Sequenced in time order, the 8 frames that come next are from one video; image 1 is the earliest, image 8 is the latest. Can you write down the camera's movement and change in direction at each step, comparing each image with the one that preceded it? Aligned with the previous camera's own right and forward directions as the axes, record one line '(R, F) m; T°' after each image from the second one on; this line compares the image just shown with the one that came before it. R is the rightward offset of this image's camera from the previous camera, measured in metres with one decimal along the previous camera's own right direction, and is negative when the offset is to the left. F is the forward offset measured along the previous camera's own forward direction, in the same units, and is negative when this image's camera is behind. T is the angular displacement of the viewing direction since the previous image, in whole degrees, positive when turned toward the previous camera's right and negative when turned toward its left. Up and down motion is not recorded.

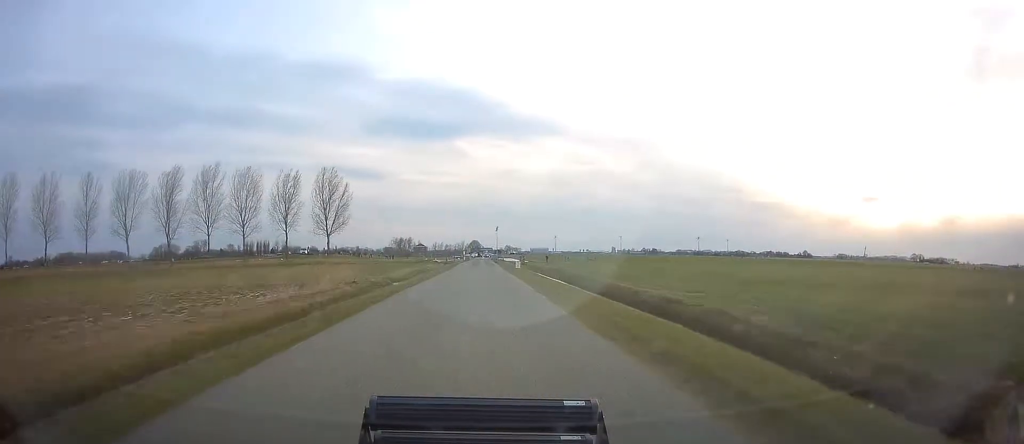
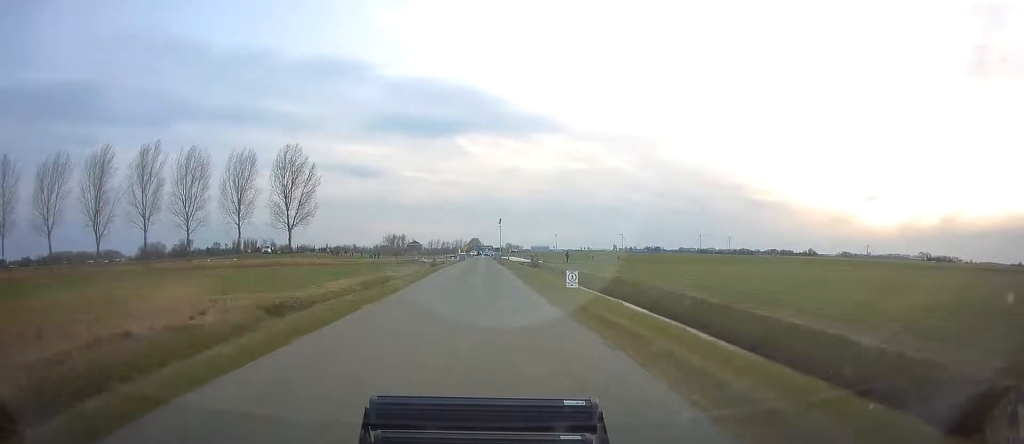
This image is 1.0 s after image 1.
(-0.1, +27.8) m; 0°
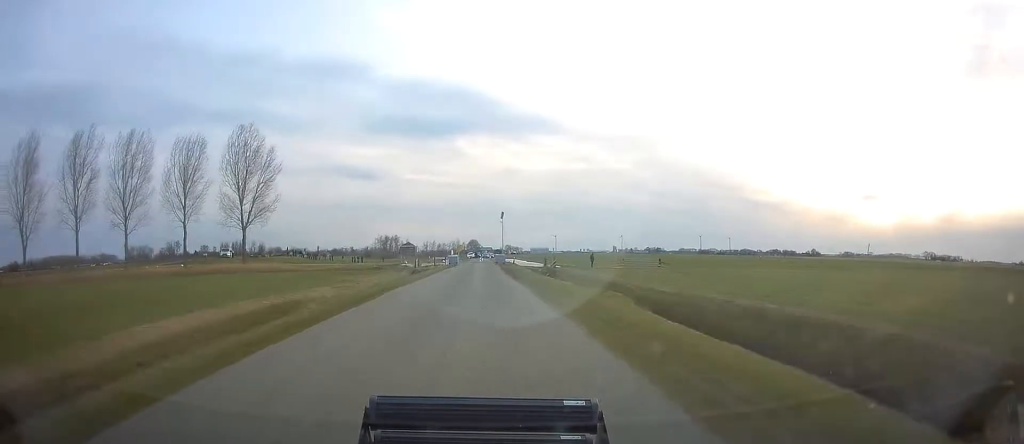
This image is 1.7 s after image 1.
(+0.2, +21.6) m; 0°
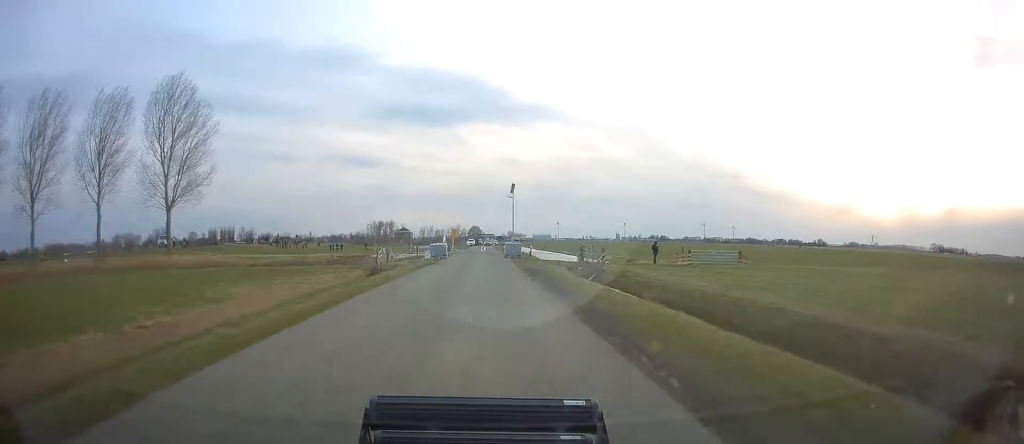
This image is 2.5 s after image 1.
(0.0, +23.3) m; 0°
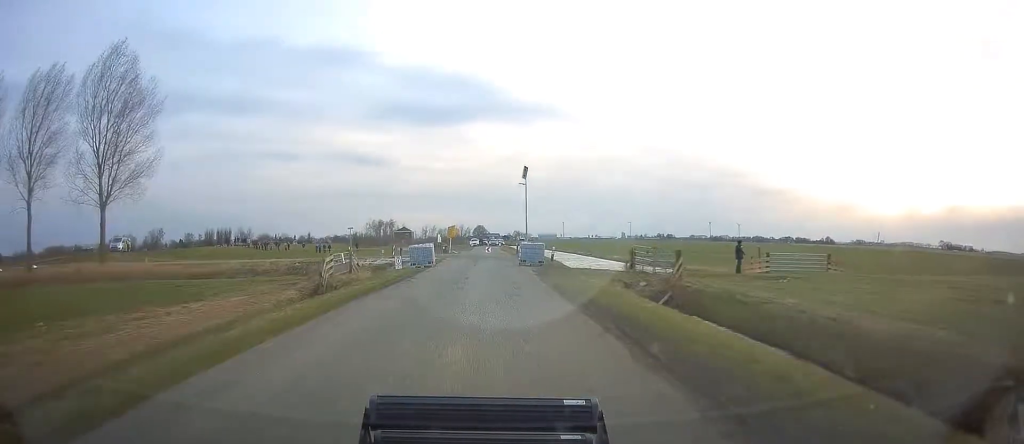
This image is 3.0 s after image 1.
(0.0, +14.2) m; 0°
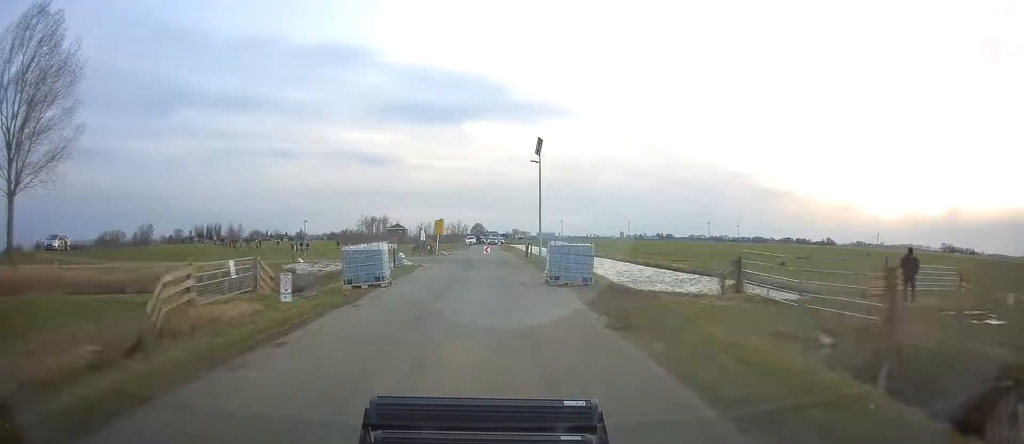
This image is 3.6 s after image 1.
(-0.1, +14.0) m; 0°
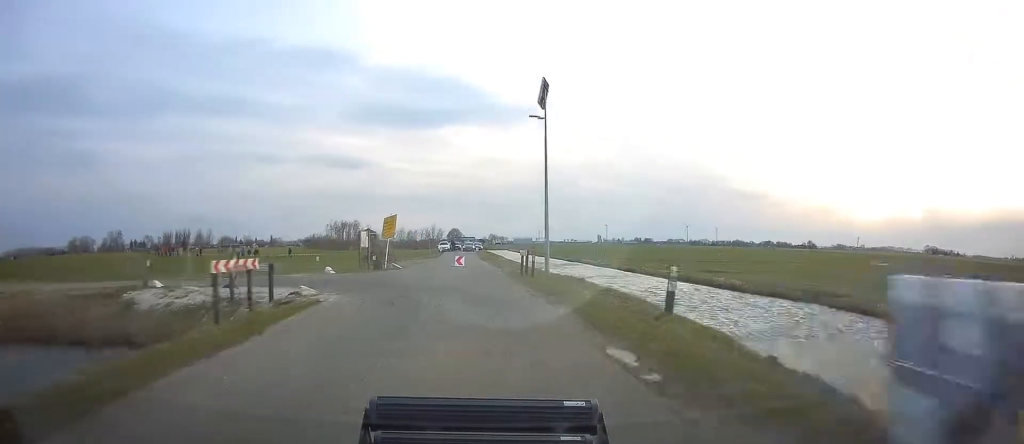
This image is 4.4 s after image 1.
(-0.1, +15.1) m; -4°
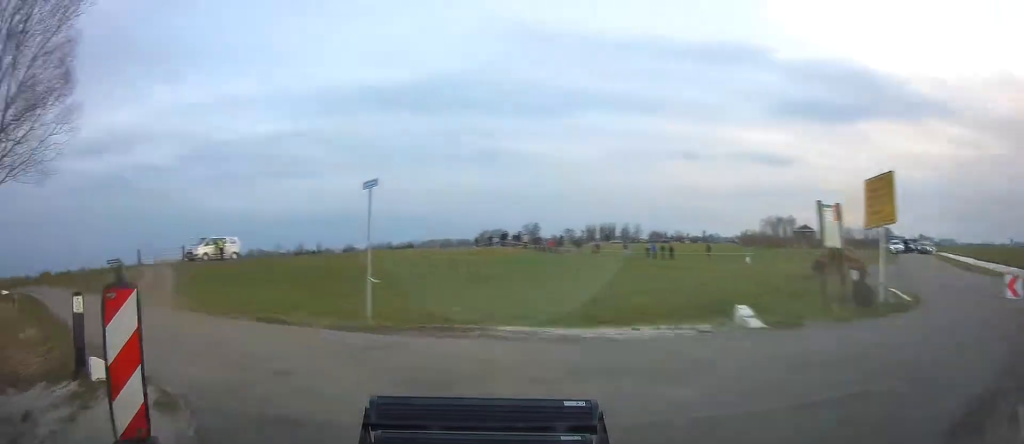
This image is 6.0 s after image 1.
(-4.0, +19.6) m; -41°
